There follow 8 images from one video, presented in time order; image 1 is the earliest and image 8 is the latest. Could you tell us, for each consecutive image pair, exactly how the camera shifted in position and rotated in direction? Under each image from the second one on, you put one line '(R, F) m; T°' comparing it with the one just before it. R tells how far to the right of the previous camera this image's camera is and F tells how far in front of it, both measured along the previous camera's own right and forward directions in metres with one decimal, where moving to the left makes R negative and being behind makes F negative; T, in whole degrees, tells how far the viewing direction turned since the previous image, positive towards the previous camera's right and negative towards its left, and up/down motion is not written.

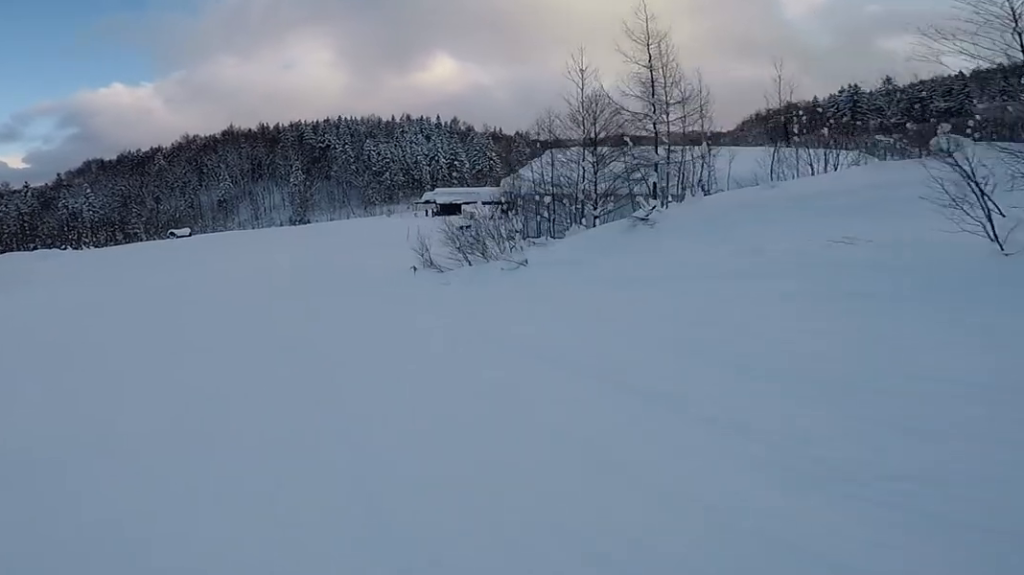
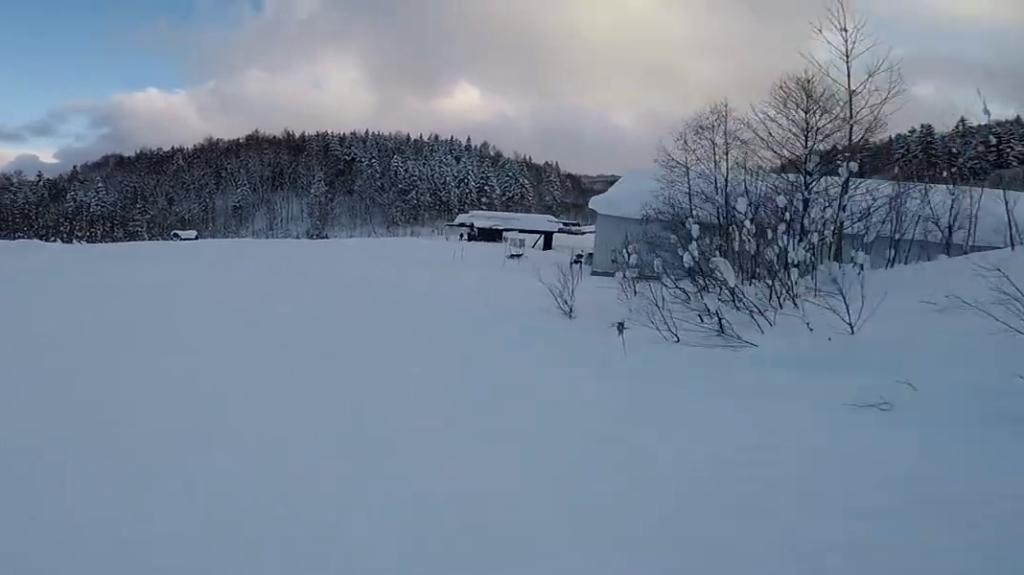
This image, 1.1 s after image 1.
(-0.3, +10.4) m; -6°
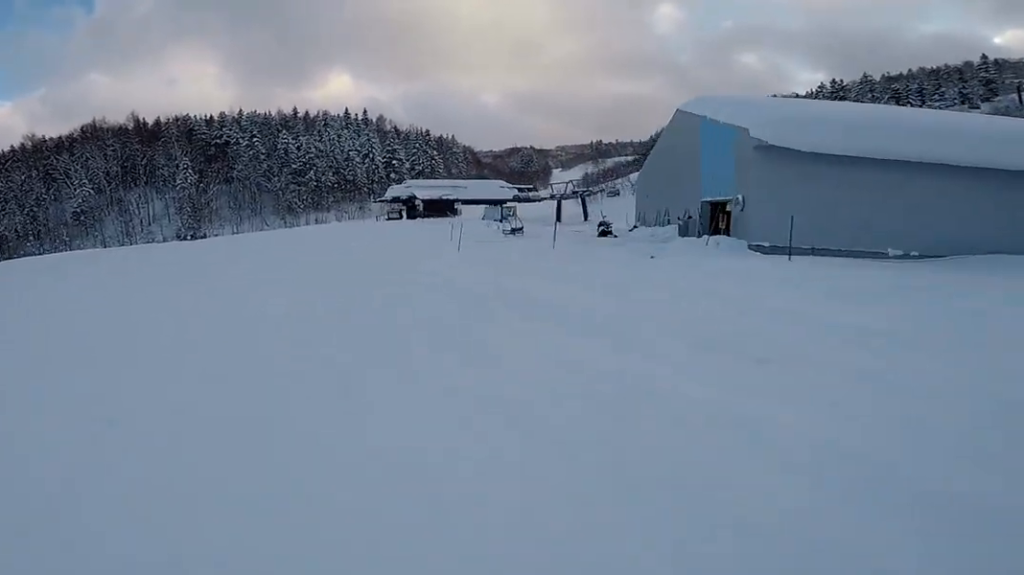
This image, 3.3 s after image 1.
(+1.4, +18.4) m; +18°
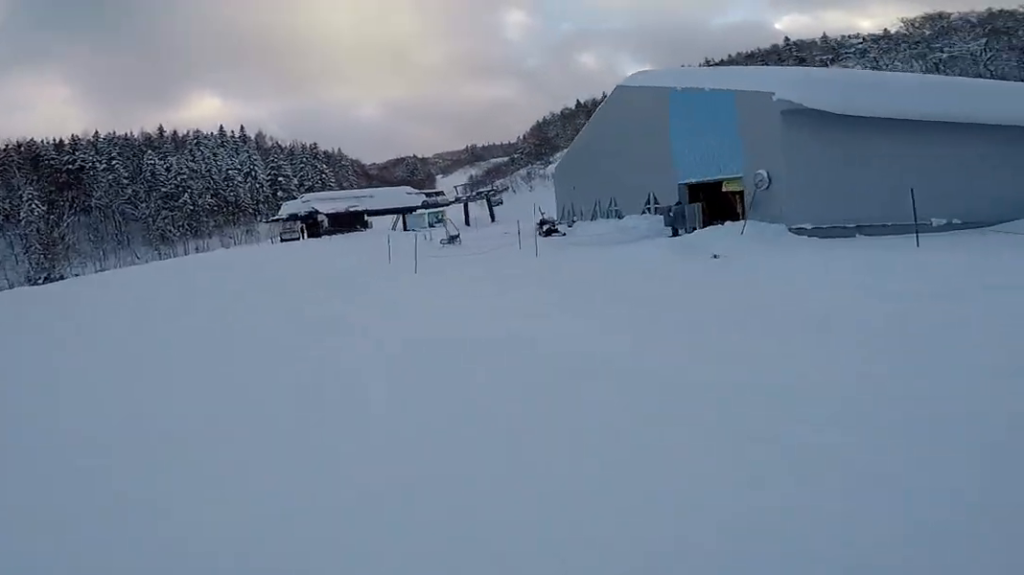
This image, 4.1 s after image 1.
(+0.6, +6.7) m; +12°
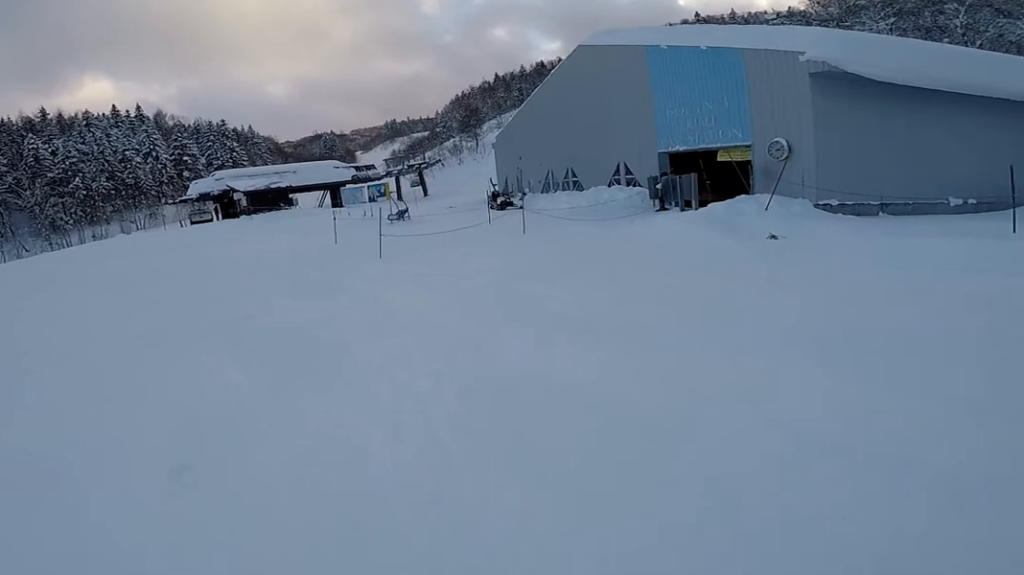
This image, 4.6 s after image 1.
(+0.5, +3.2) m; +4°
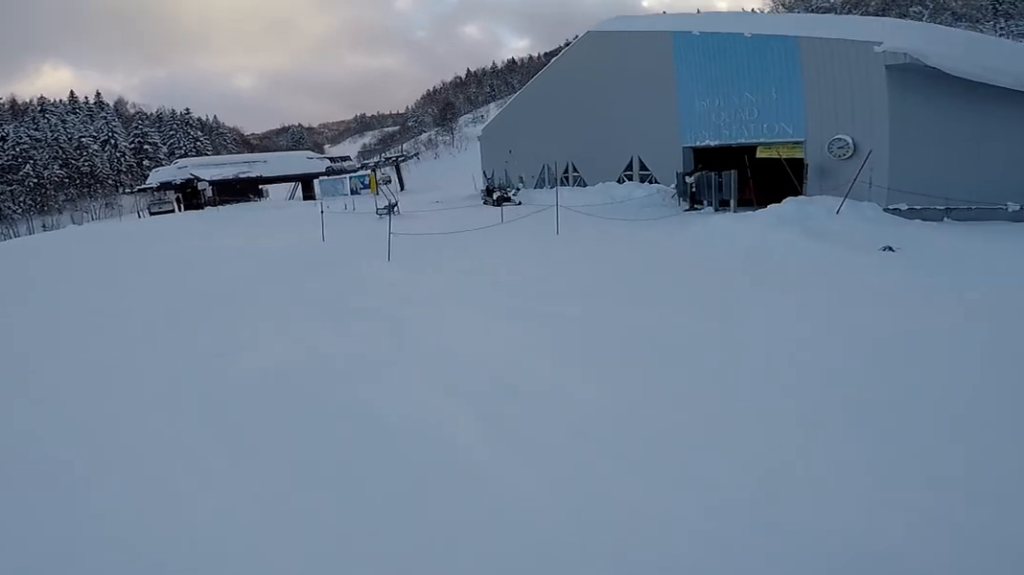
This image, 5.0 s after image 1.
(+0.2, +2.6) m; +3°
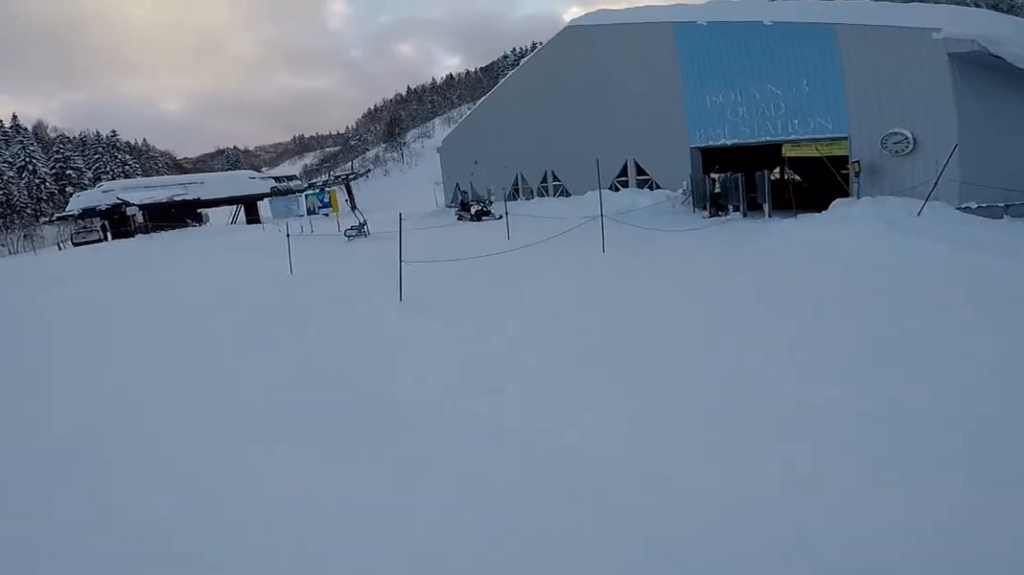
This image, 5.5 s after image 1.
(+0.1, +2.9) m; +8°
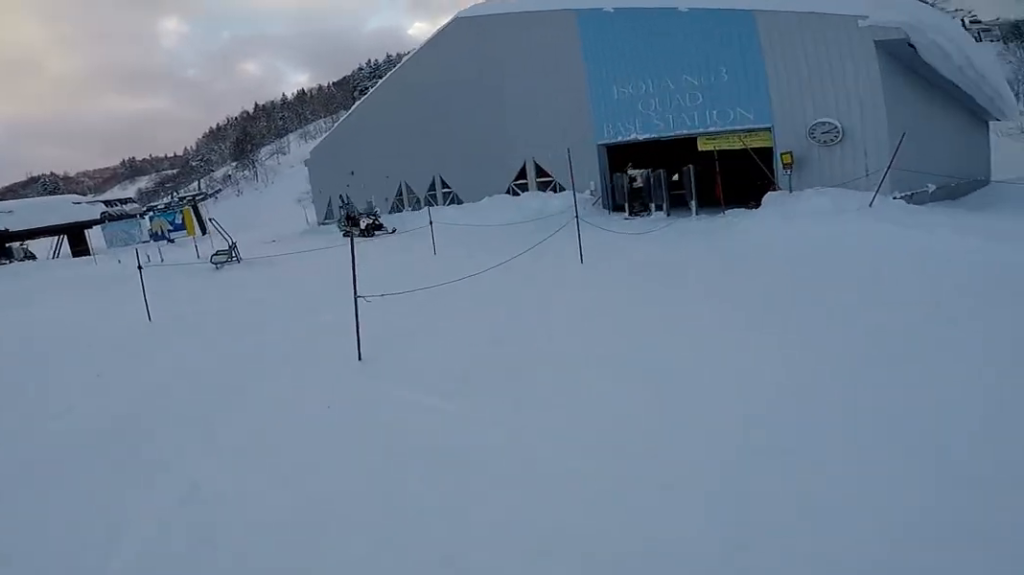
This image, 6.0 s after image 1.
(-0.4, +2.8) m; +10°
